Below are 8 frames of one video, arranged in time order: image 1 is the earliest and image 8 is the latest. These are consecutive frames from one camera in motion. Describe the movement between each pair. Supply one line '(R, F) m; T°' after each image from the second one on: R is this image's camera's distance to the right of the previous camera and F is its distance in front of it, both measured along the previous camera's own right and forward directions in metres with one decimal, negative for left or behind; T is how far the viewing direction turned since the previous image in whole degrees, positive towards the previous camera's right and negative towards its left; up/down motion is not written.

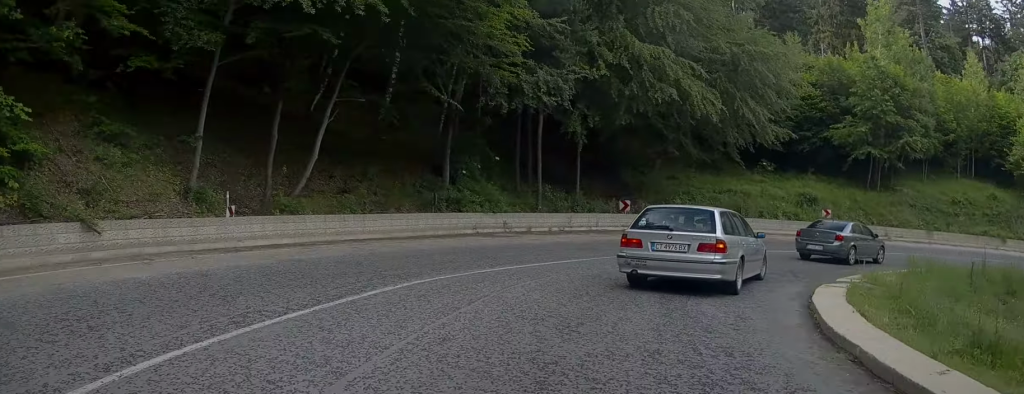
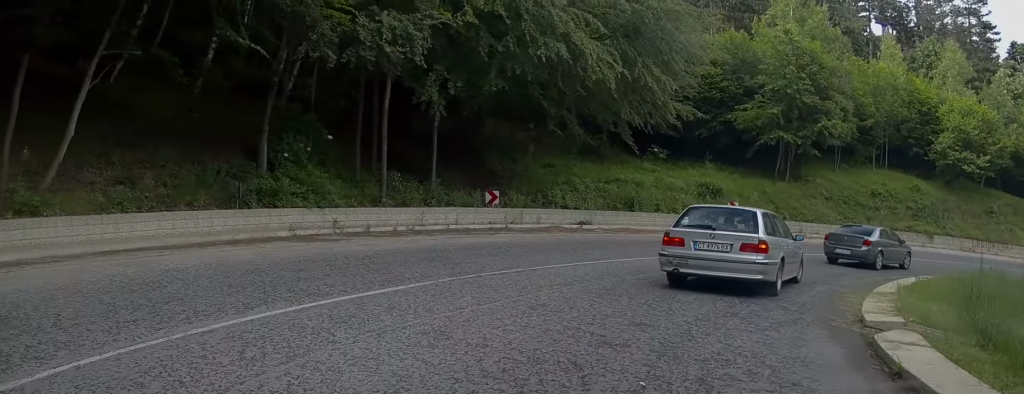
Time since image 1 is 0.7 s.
(+0.5, +6.5) m; +10°
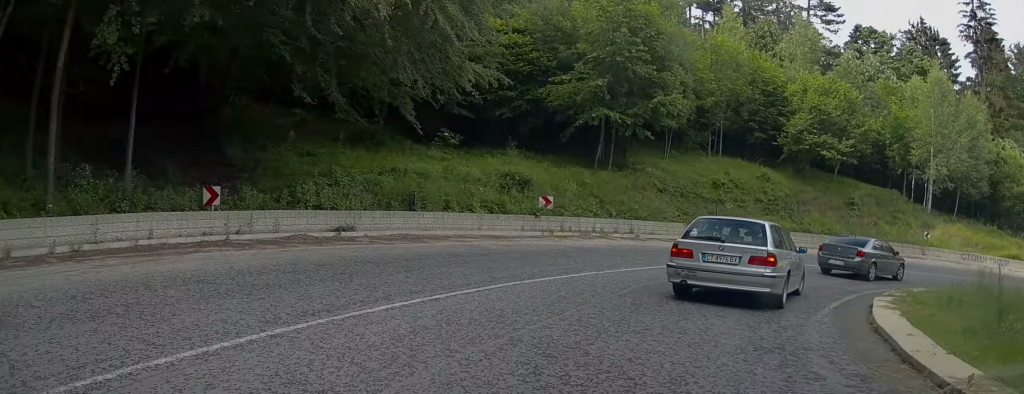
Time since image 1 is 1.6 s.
(+0.9, +8.2) m; +16°
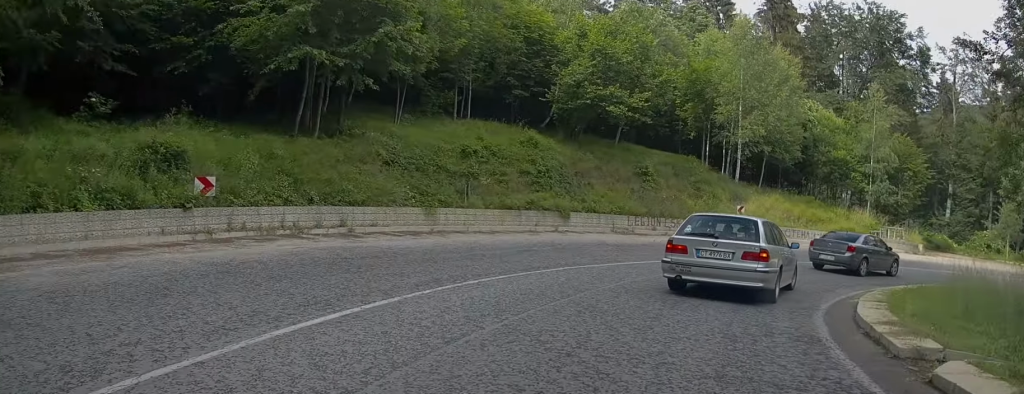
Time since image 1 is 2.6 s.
(+2.0, +10.1) m; +20°
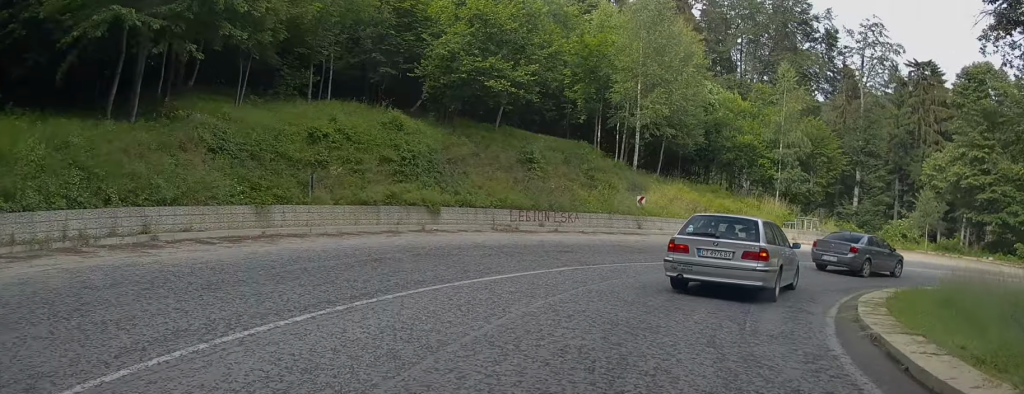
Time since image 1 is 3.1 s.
(+0.5, +4.9) m; +10°
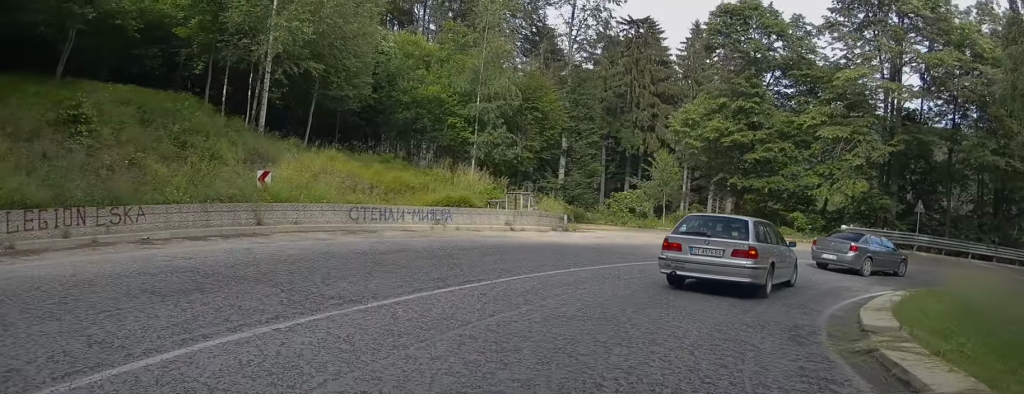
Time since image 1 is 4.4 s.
(+2.8, +11.6) m; +31°
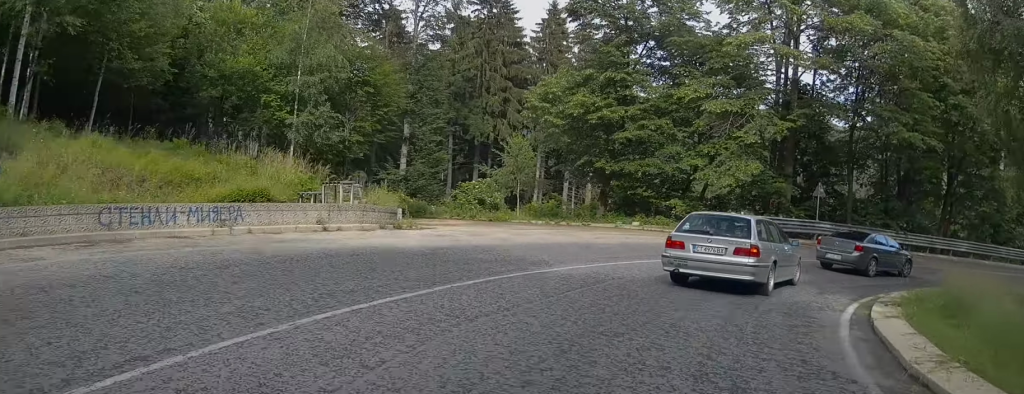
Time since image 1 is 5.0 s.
(+0.6, +5.3) m; +14°
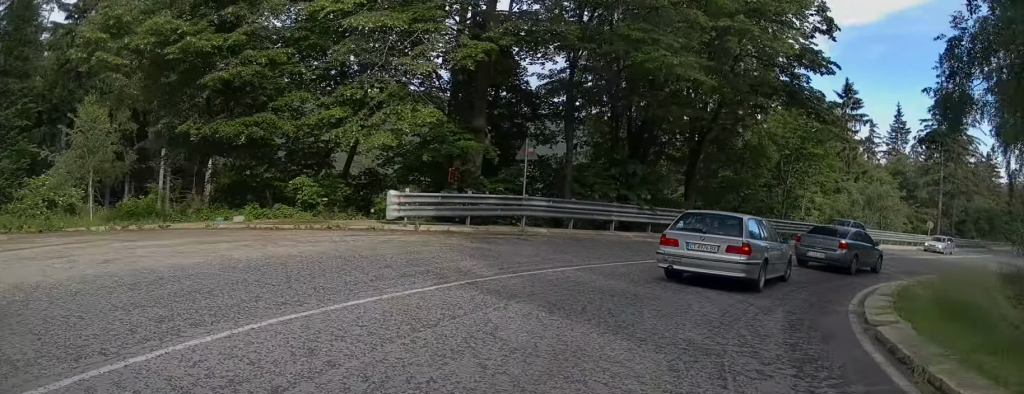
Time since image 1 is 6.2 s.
(+2.9, +11.6) m; +23°
